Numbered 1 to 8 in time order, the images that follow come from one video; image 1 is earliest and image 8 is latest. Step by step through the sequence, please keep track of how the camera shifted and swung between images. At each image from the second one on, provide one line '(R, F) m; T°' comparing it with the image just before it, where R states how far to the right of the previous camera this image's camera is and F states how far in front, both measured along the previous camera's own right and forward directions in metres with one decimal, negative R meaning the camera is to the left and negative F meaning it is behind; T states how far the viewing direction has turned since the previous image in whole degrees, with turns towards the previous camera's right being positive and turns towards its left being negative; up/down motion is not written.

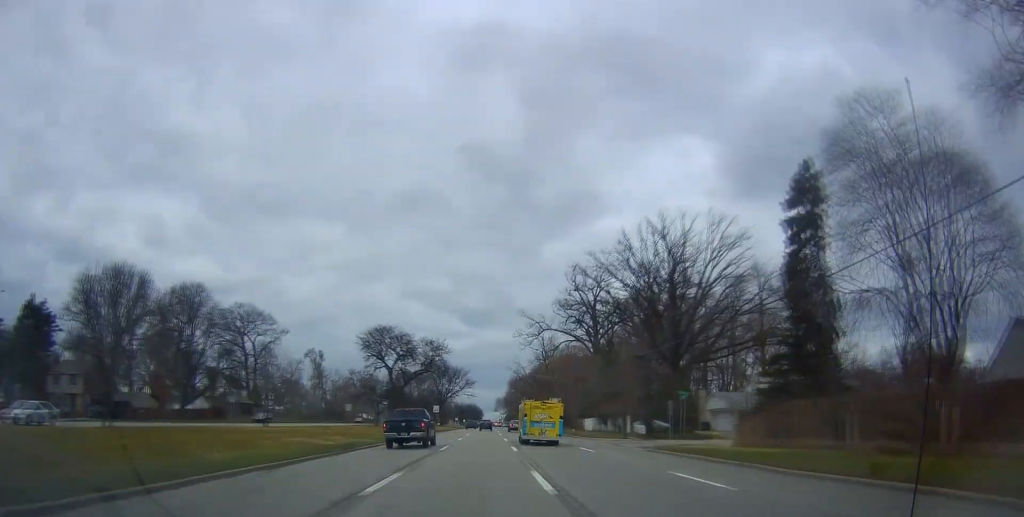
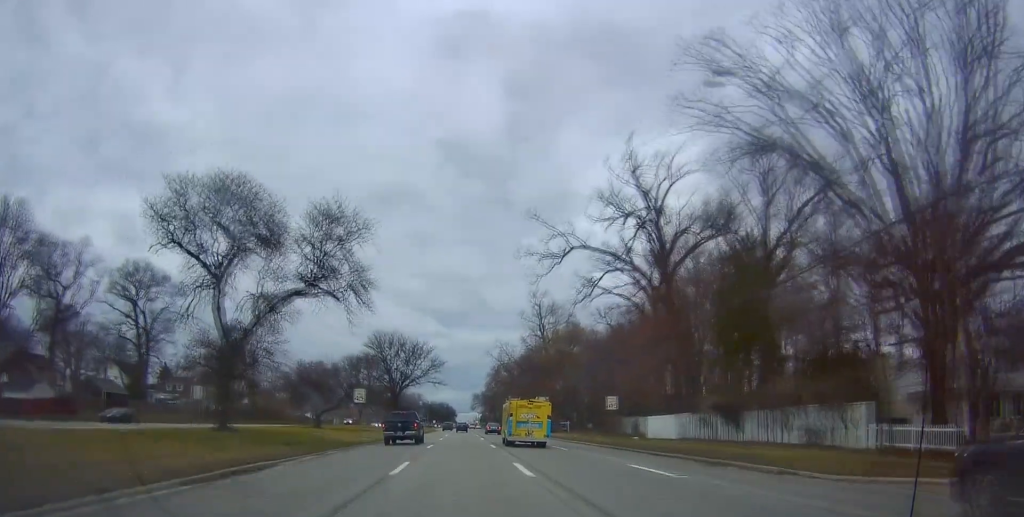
(-0.5, +41.9) m; +2°
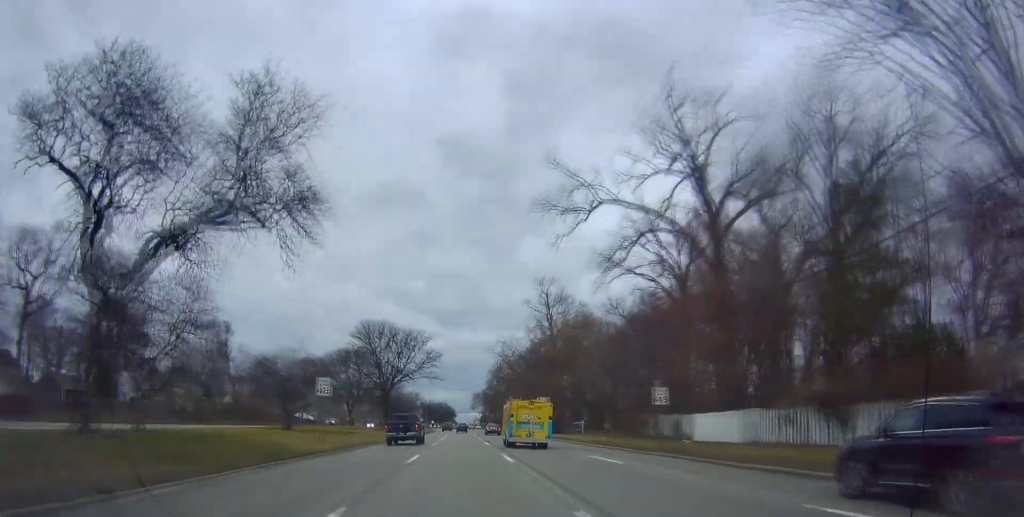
(+0.4, +10.3) m; +1°
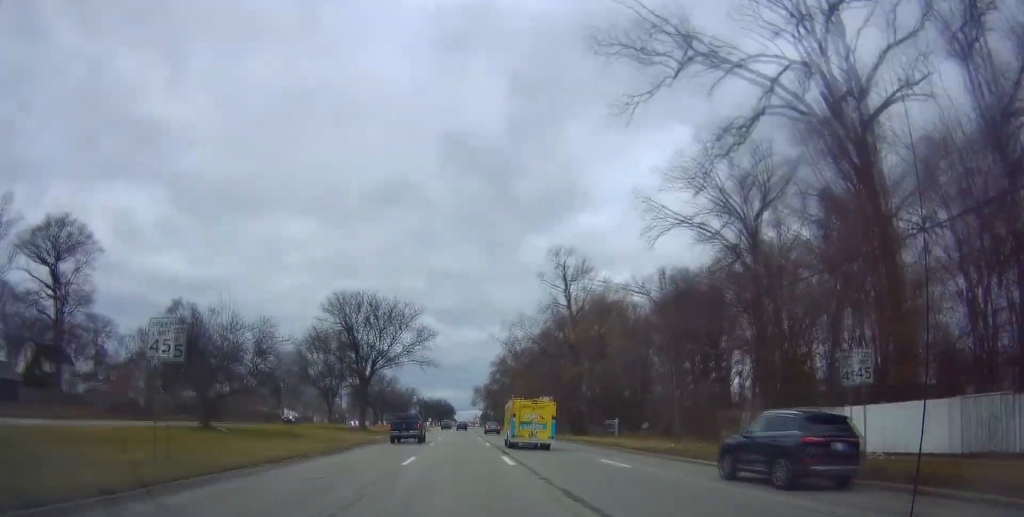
(0.0, +16.9) m; 0°
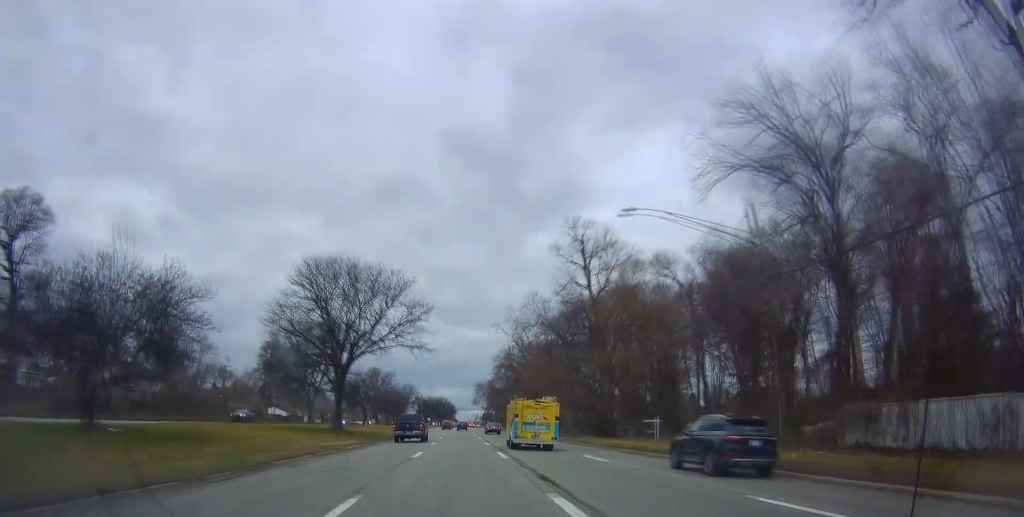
(-0.1, +12.4) m; 0°
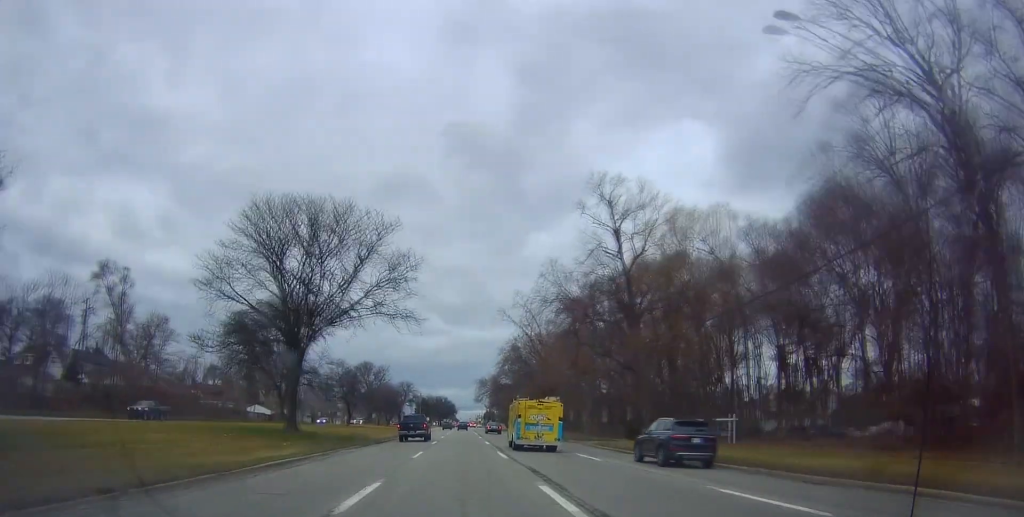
(+0.3, +13.8) m; -1°
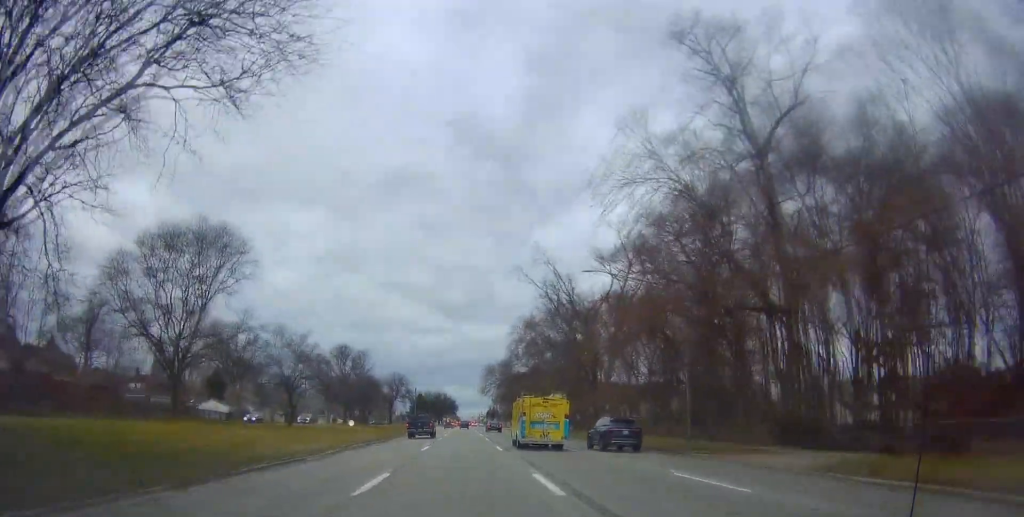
(-0.7, +27.8) m; -1°
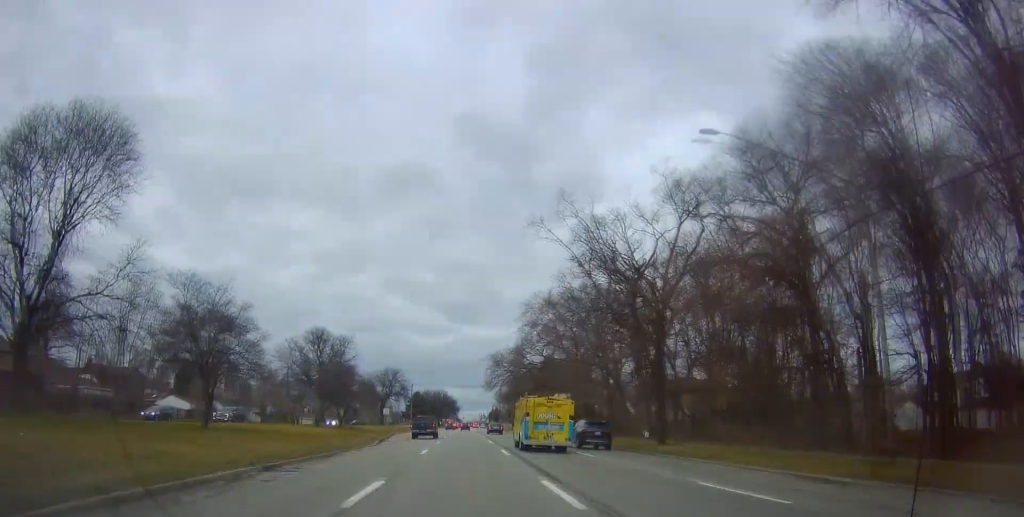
(+0.3, +18.5) m; +1°
